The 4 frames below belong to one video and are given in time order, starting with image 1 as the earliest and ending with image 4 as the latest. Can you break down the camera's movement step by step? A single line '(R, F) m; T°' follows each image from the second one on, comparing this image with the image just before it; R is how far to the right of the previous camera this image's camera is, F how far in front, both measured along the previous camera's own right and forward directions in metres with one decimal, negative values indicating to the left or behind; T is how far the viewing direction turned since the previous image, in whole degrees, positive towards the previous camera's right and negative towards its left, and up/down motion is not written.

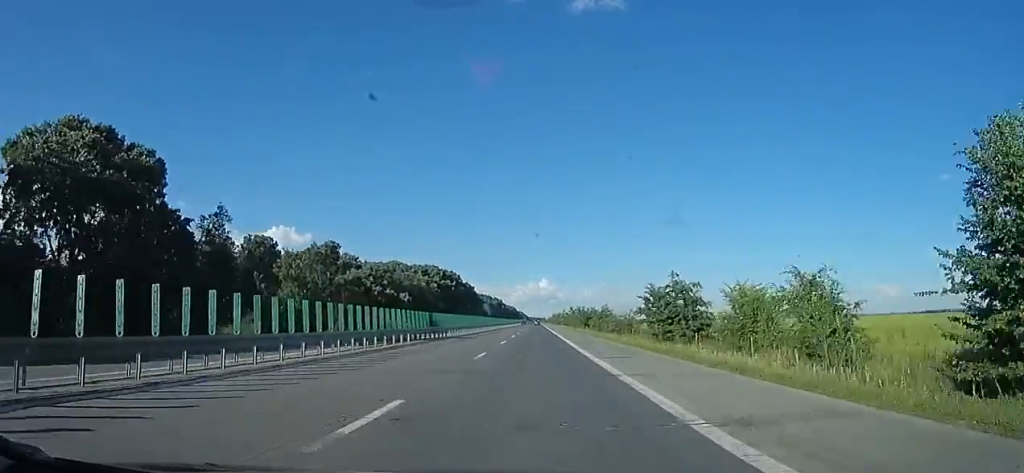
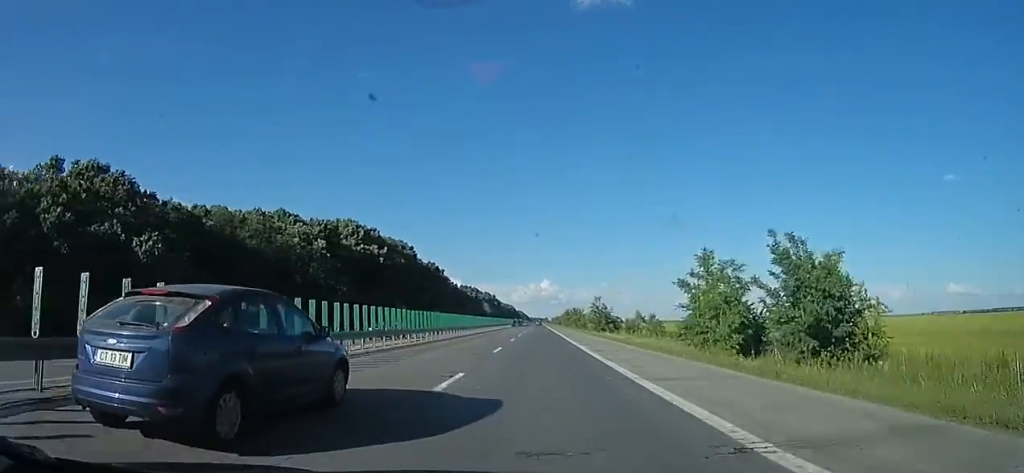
(-1.4, +91.2) m; 0°
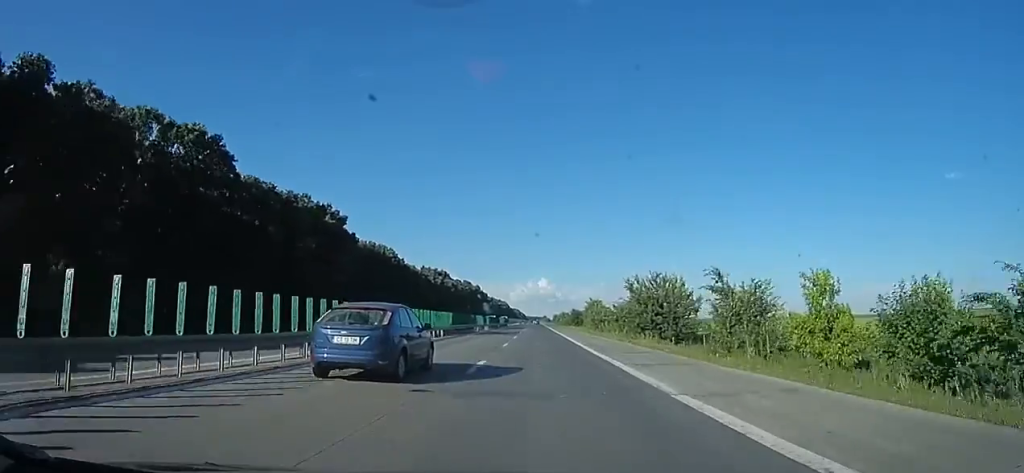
(-1.7, +92.7) m; -2°
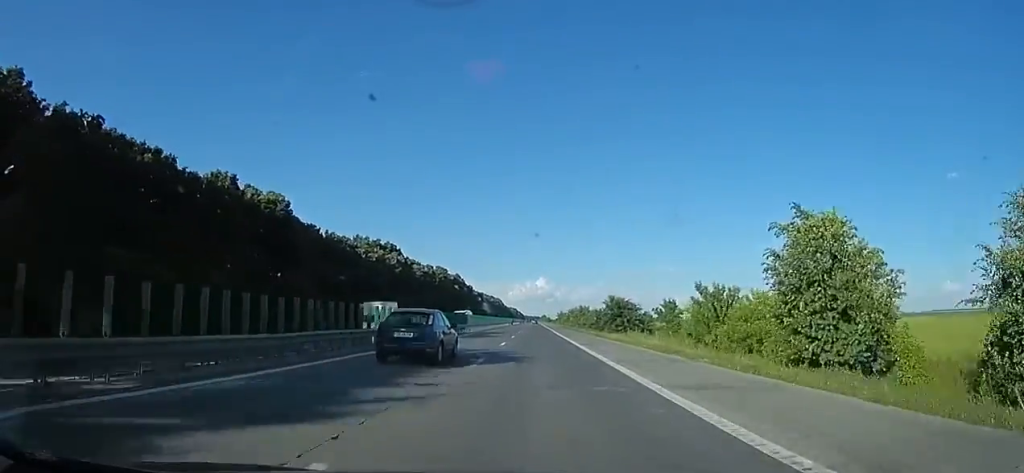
(+2.4, +70.9) m; +2°
